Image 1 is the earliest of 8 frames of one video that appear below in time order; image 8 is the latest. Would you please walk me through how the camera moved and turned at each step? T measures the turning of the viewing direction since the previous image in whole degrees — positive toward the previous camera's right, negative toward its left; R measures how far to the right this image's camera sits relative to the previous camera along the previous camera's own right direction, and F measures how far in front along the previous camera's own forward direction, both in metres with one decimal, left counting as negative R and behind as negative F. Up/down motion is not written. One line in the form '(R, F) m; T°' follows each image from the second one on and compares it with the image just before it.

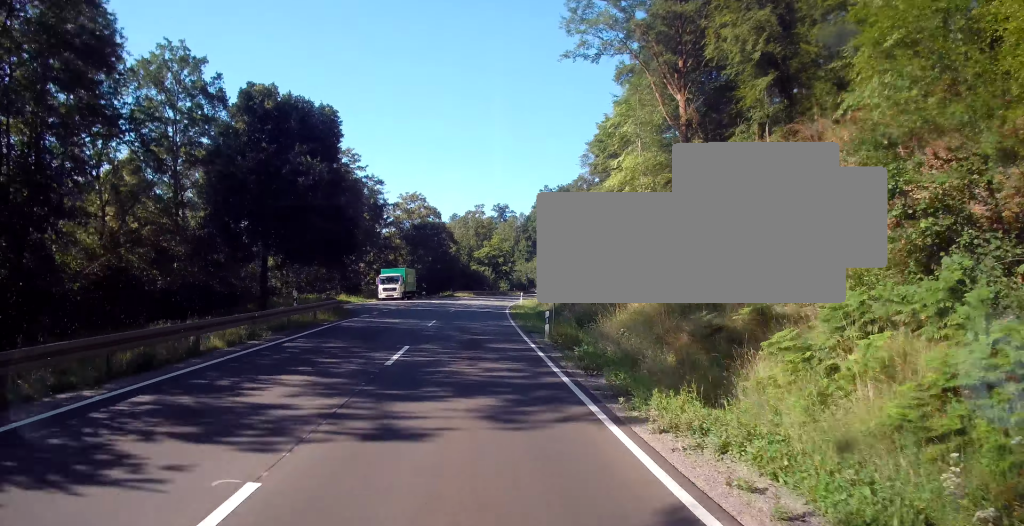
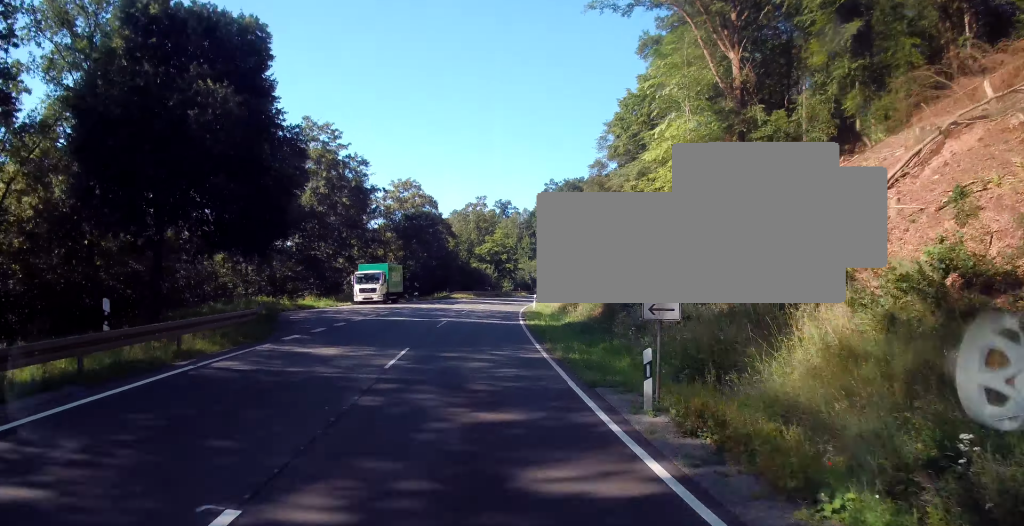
(-0.3, +13.4) m; -1°
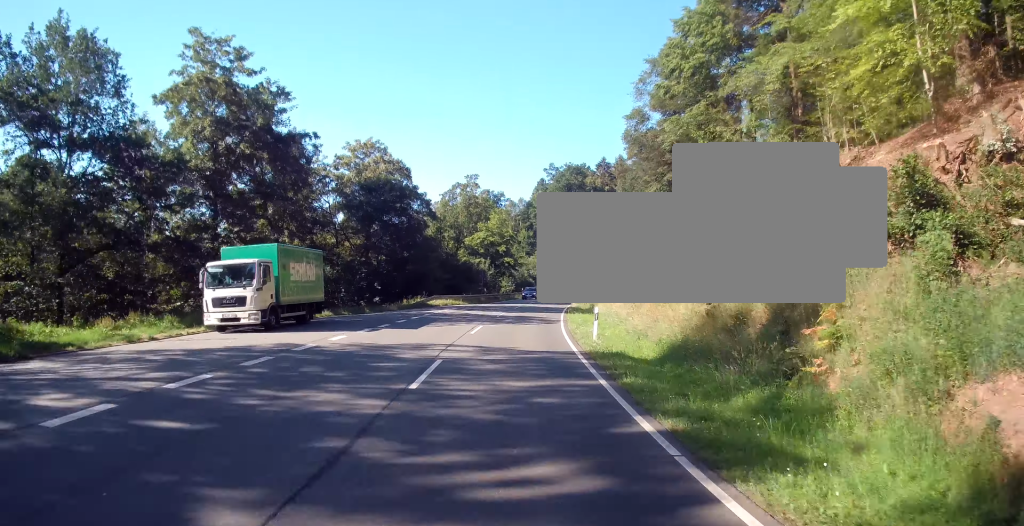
(+0.5, +25.9) m; +3°
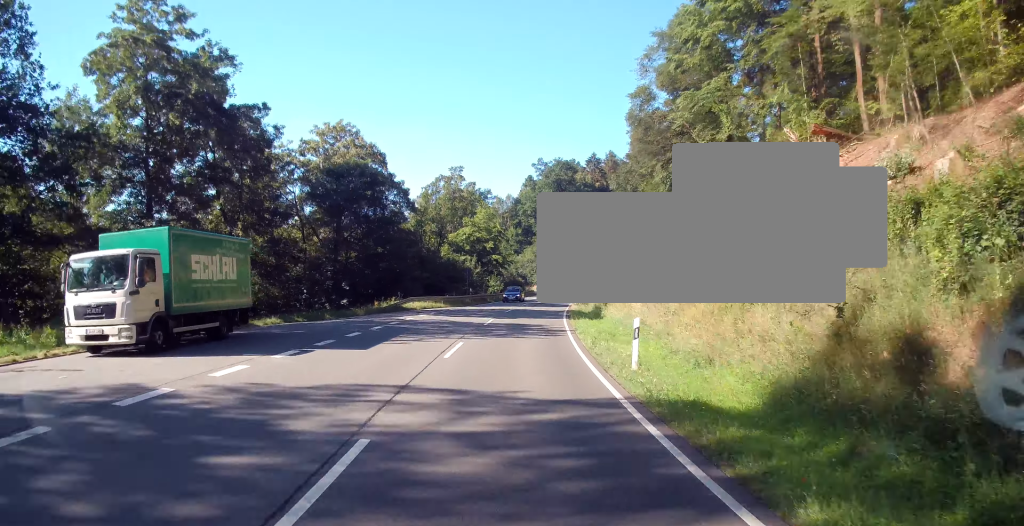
(+0.2, +8.1) m; +1°
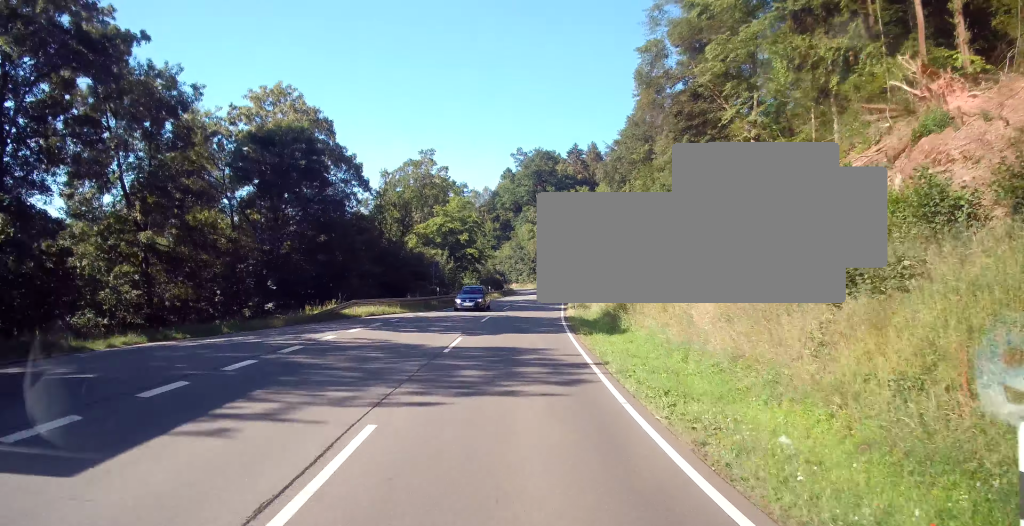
(+0.1, +10.6) m; +2°
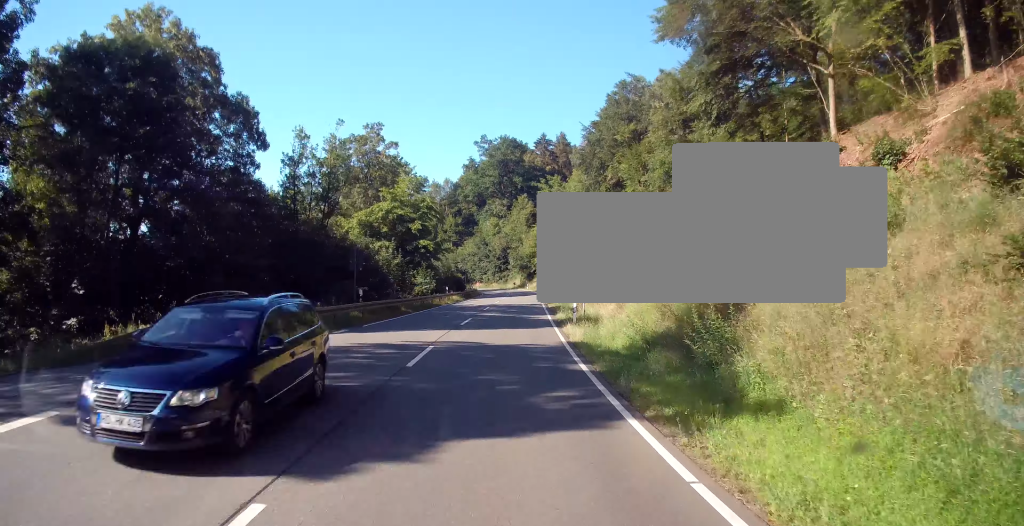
(0.0, +15.6) m; +3°
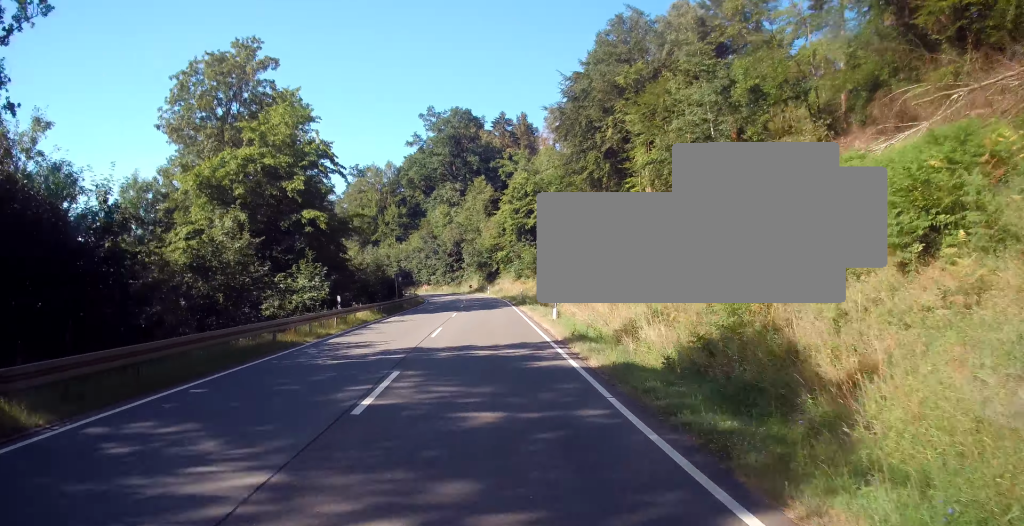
(+1.3, +28.7) m; +3°
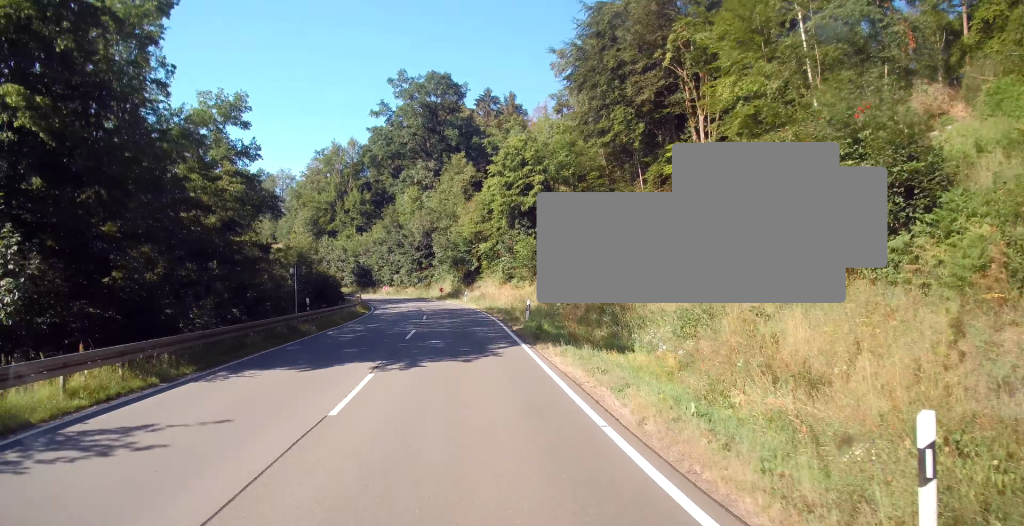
(+0.1, +23.7) m; +2°
